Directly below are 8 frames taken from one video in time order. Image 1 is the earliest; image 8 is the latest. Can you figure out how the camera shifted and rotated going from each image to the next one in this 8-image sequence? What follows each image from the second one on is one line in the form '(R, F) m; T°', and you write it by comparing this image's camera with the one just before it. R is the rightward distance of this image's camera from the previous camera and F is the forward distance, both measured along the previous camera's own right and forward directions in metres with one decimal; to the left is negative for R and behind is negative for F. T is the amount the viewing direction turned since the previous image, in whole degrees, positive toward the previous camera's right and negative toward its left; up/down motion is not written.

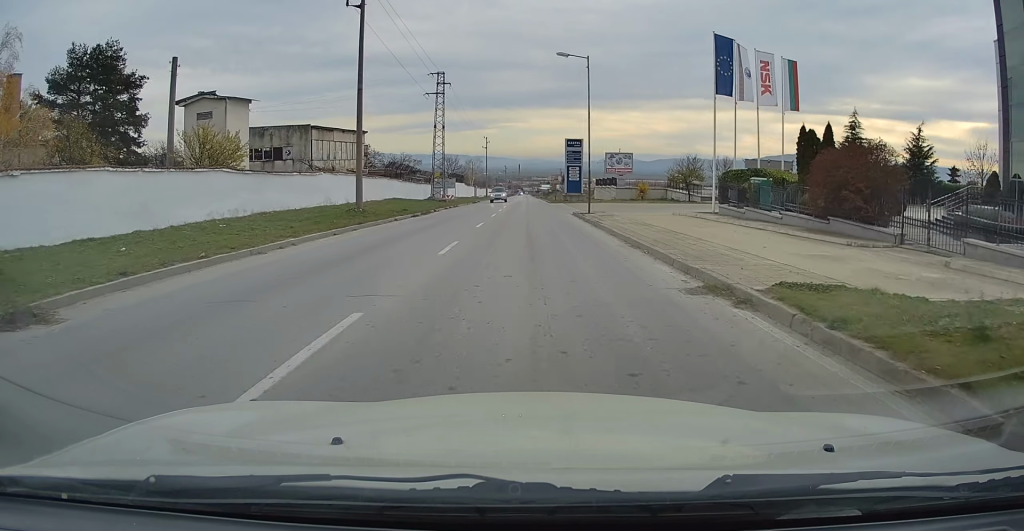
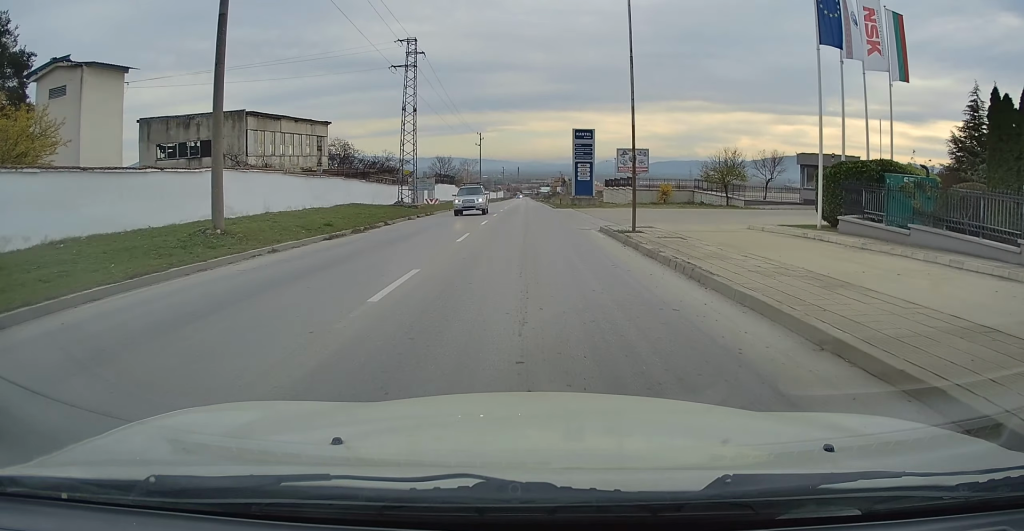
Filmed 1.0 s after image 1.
(+0.1, +14.0) m; 0°
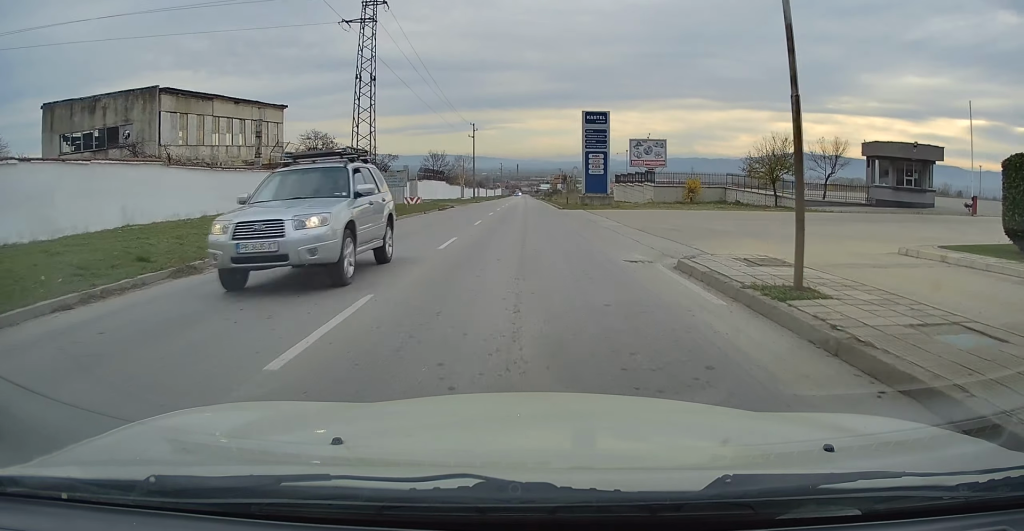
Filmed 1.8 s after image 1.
(-0.1, +11.5) m; 0°
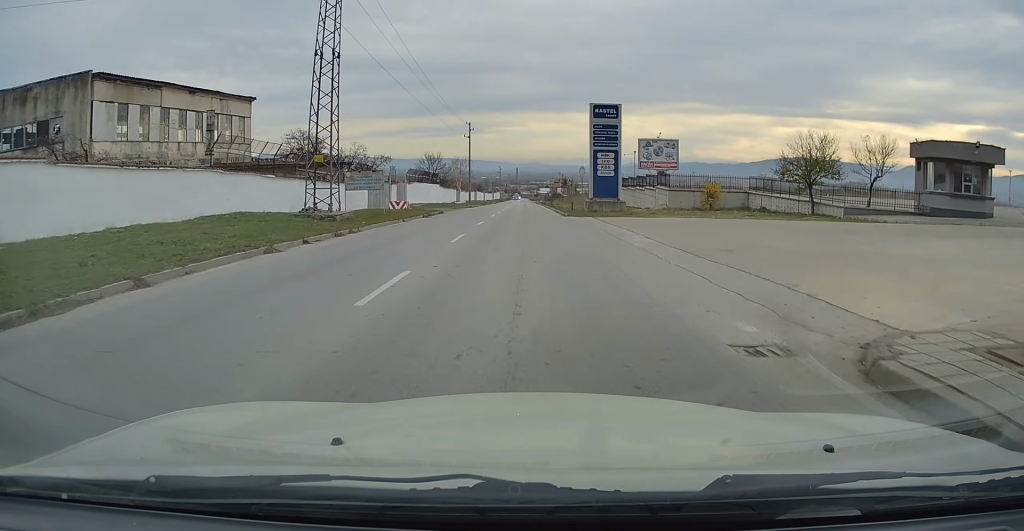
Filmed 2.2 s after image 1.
(0.0, +6.2) m; 0°
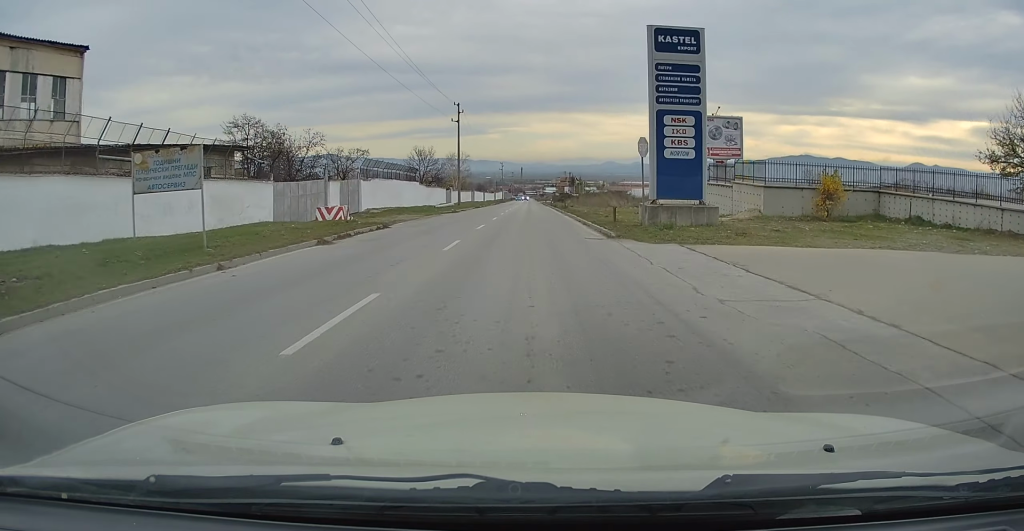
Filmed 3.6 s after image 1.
(0.0, +19.7) m; 0°
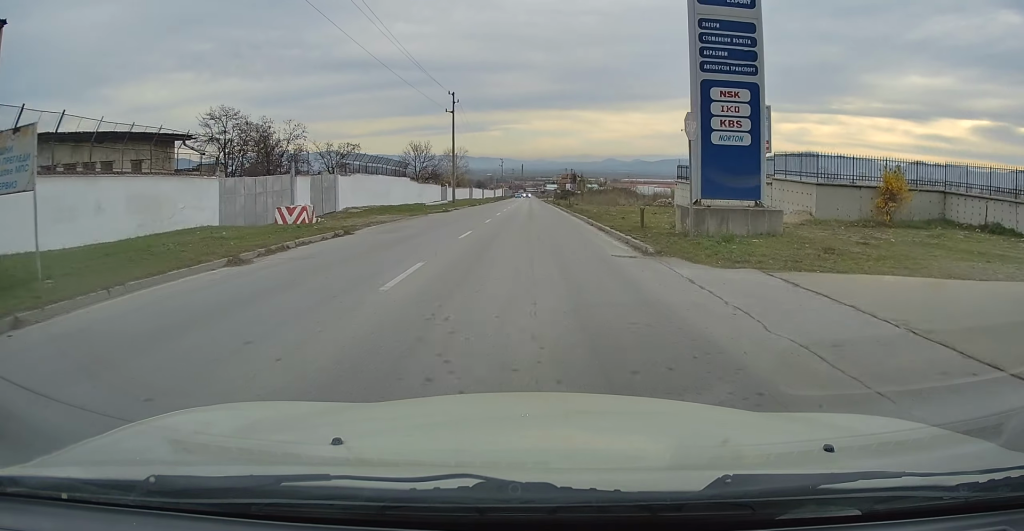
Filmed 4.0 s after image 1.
(0.0, +5.8) m; 0°
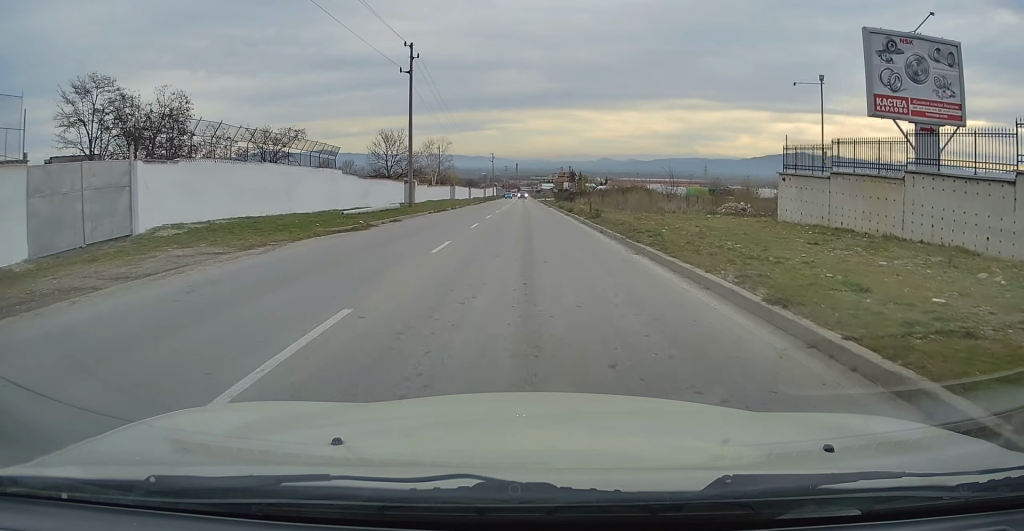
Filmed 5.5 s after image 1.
(0.0, +21.7) m; 0°
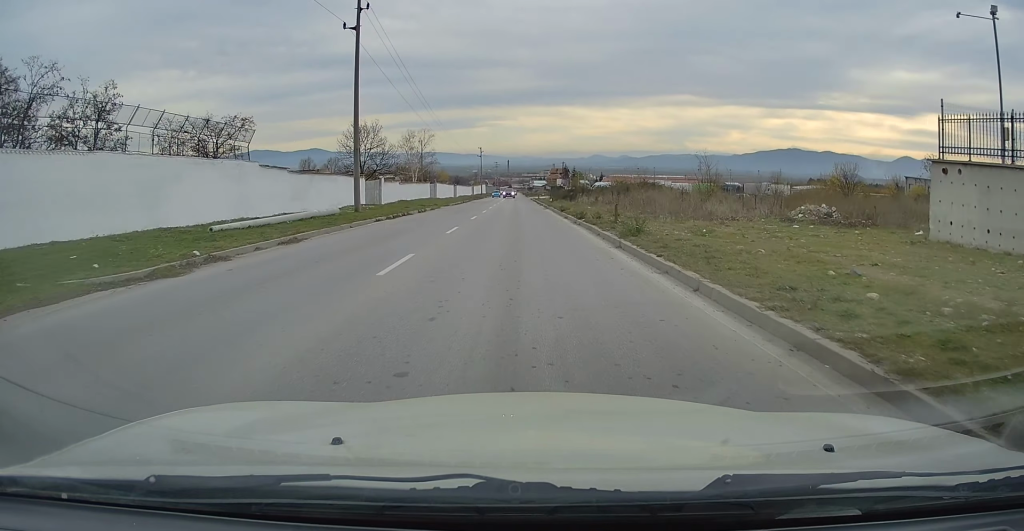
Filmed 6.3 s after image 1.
(0.0, +12.1) m; 0°
